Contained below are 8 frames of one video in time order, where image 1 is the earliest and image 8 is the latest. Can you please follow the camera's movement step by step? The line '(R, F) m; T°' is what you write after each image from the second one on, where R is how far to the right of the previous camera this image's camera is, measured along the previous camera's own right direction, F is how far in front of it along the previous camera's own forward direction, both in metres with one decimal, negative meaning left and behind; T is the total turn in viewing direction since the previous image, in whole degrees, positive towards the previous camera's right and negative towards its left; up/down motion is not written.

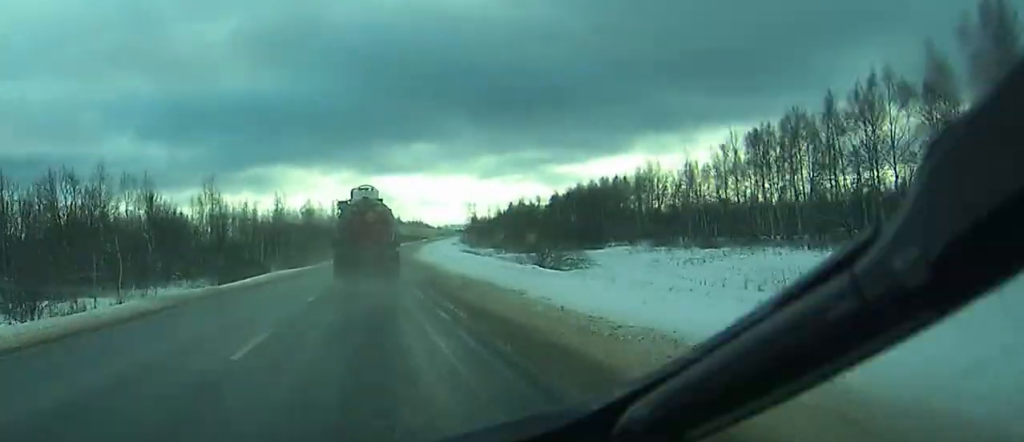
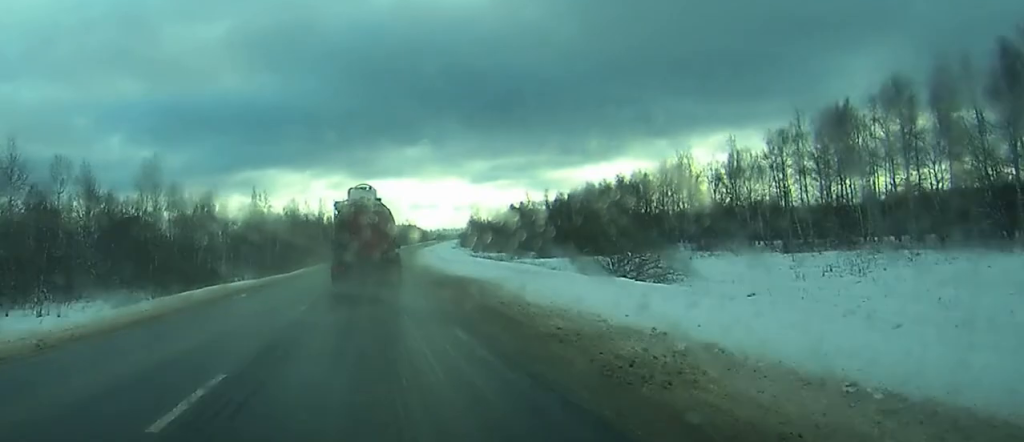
(+0.1, +27.7) m; +1°
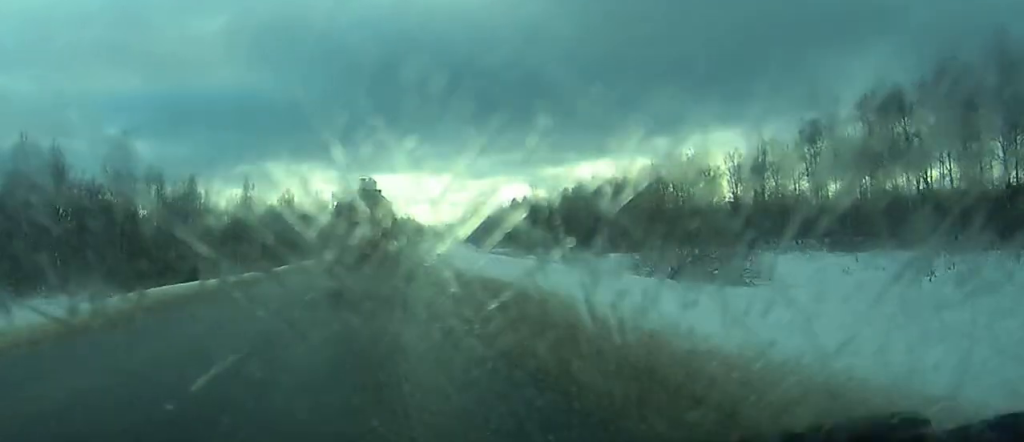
(+0.1, +11.2) m; 0°
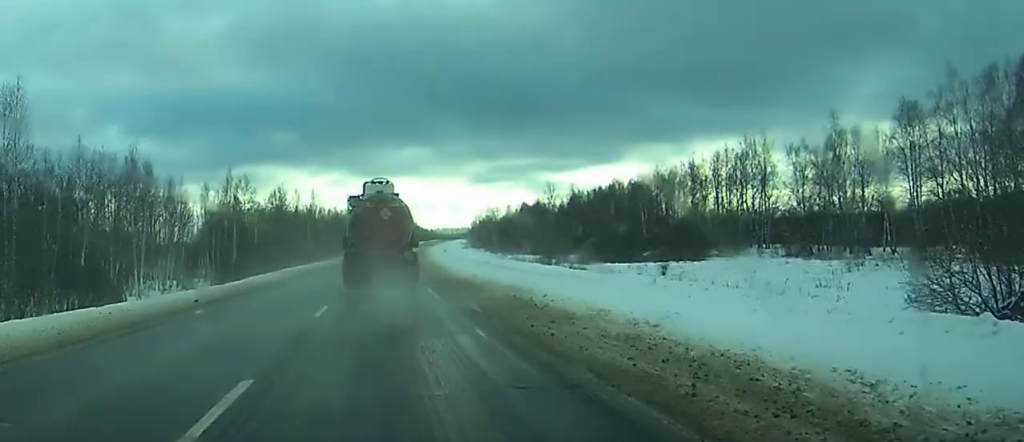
(+0.1, +24.7) m; +1°
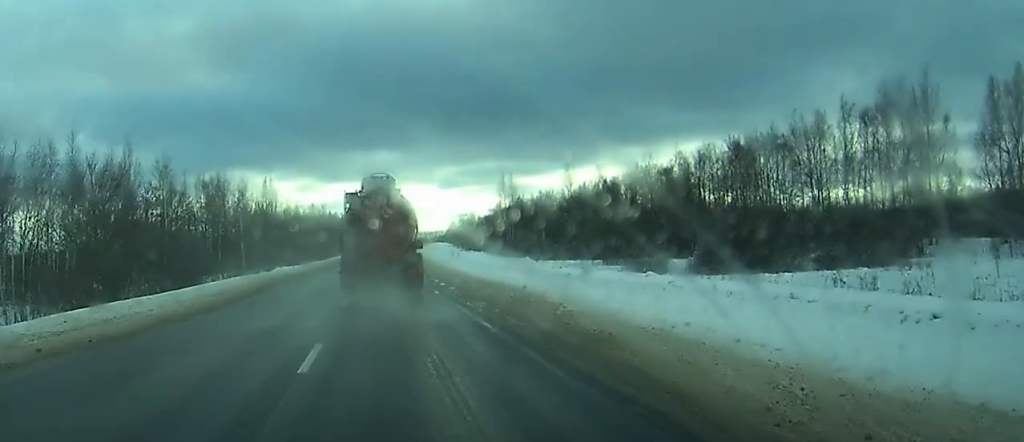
(+0.8, +55.5) m; +1°
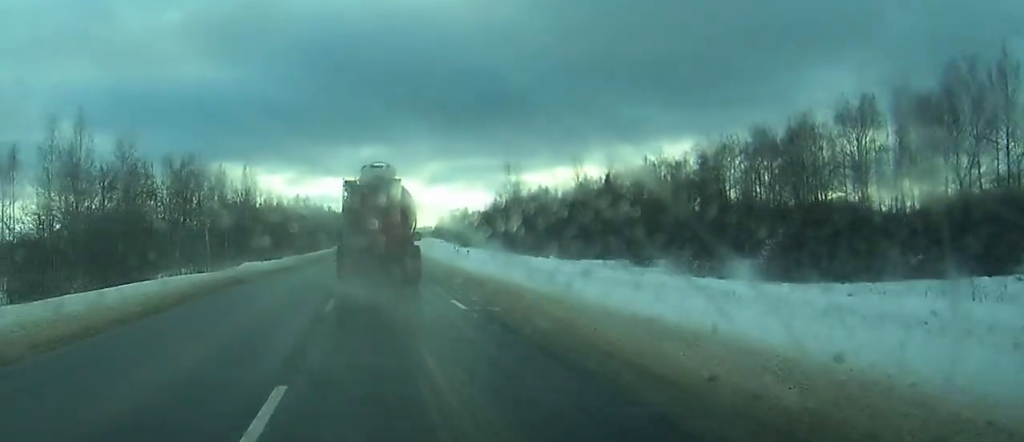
(+0.1, +16.5) m; 0°
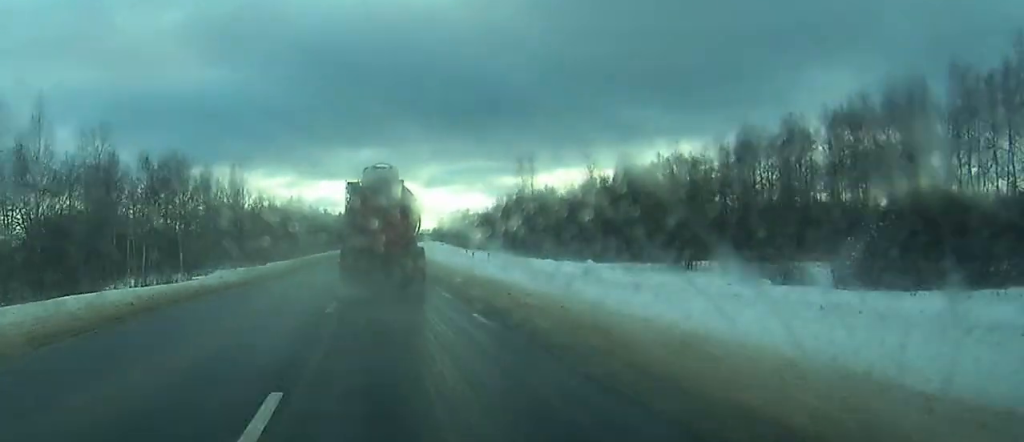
(0.0, +12.5) m; 0°
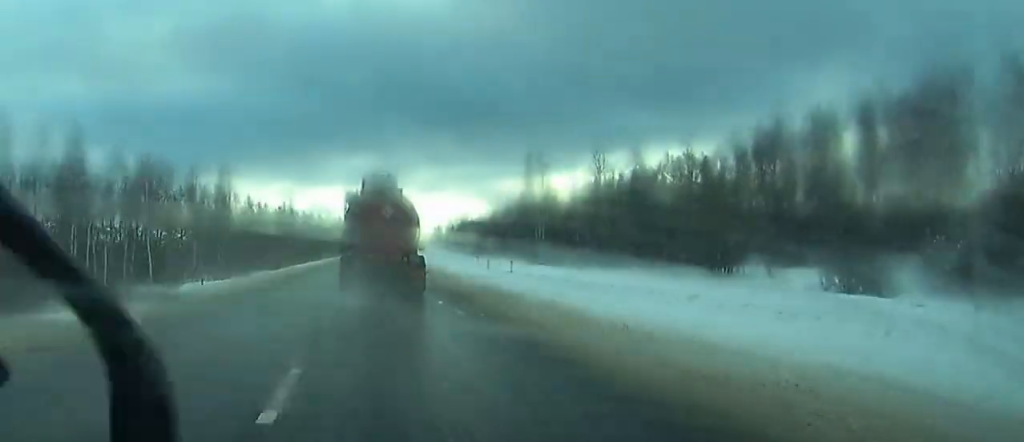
(0.0, +10.2) m; 0°
